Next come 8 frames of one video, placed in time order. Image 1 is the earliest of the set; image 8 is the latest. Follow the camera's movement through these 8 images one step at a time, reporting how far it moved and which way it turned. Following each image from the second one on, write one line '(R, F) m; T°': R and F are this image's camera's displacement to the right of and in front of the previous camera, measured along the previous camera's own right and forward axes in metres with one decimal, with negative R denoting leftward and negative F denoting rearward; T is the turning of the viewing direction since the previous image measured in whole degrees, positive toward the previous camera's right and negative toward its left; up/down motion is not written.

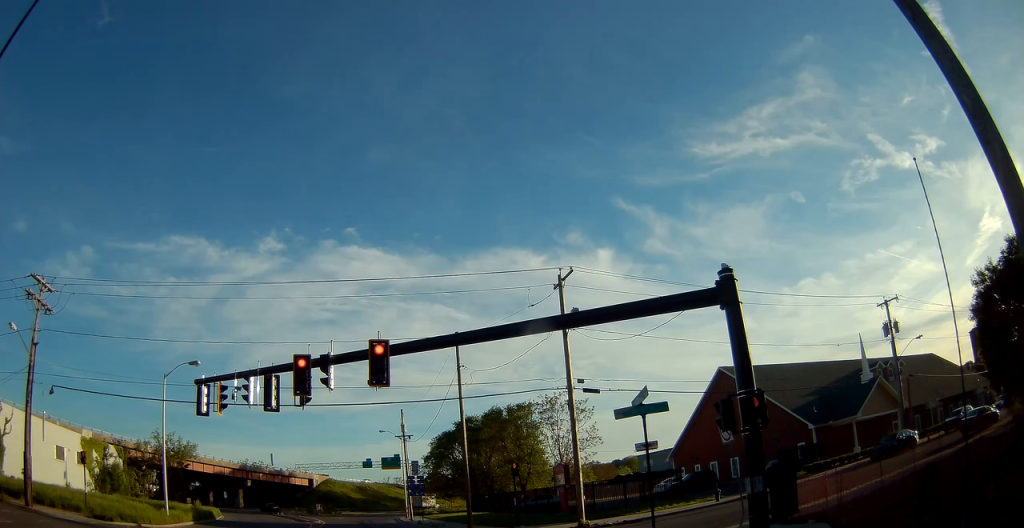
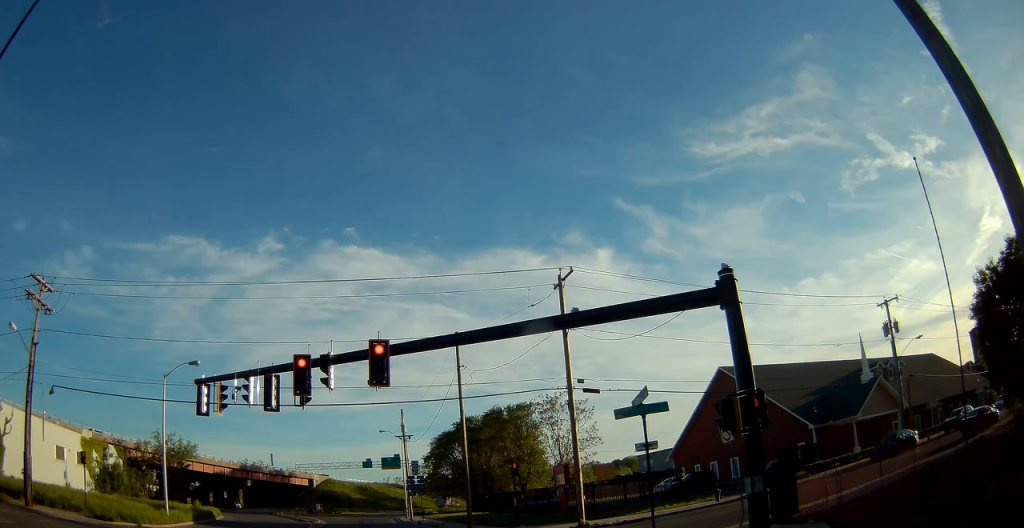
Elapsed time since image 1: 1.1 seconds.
(0.0, 0.0) m; 0°
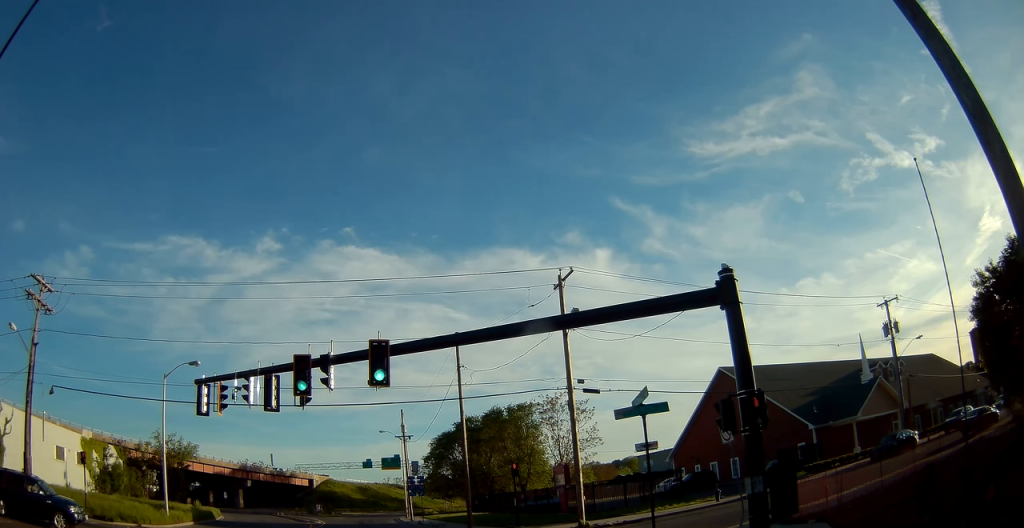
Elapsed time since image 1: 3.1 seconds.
(0.0, 0.0) m; 0°
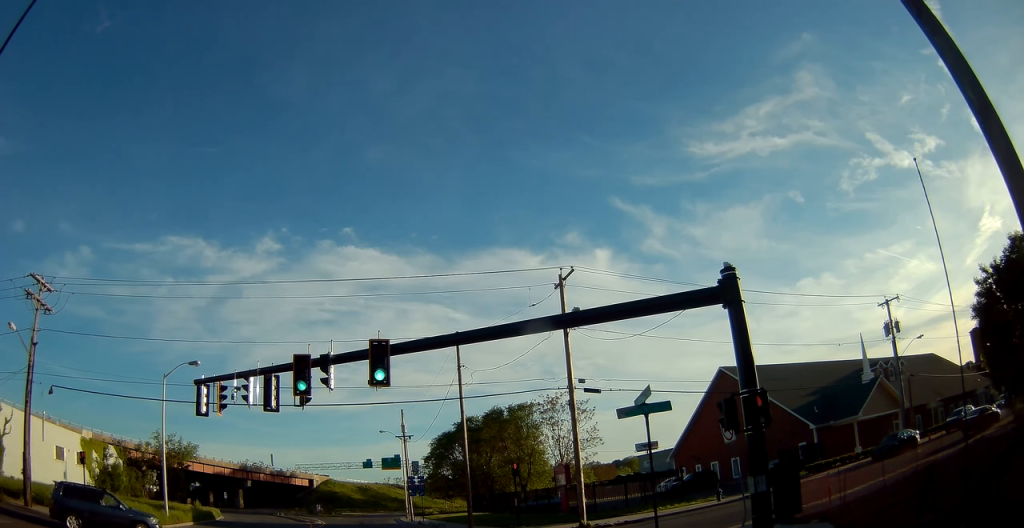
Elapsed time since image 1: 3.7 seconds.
(0.0, 0.0) m; 0°
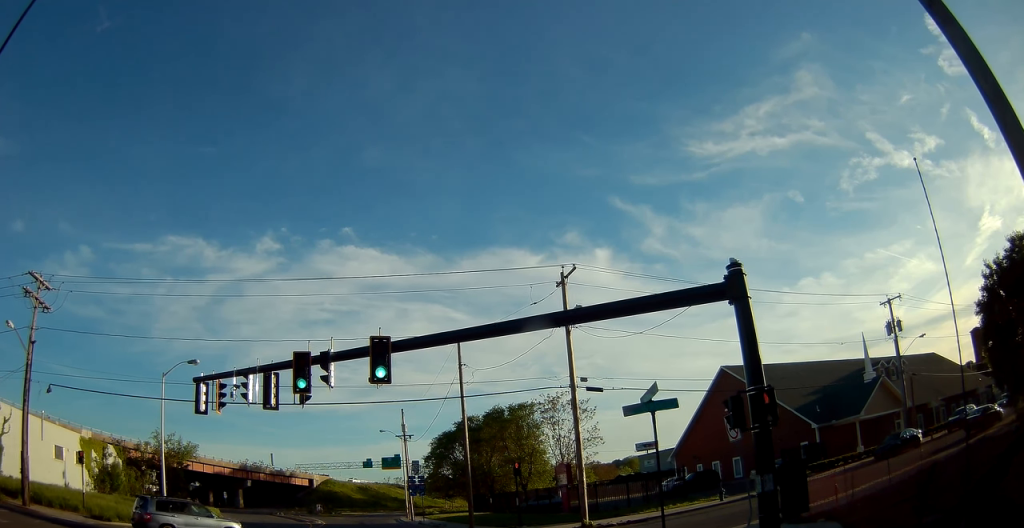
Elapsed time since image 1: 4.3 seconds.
(0.0, +0.1) m; 0°
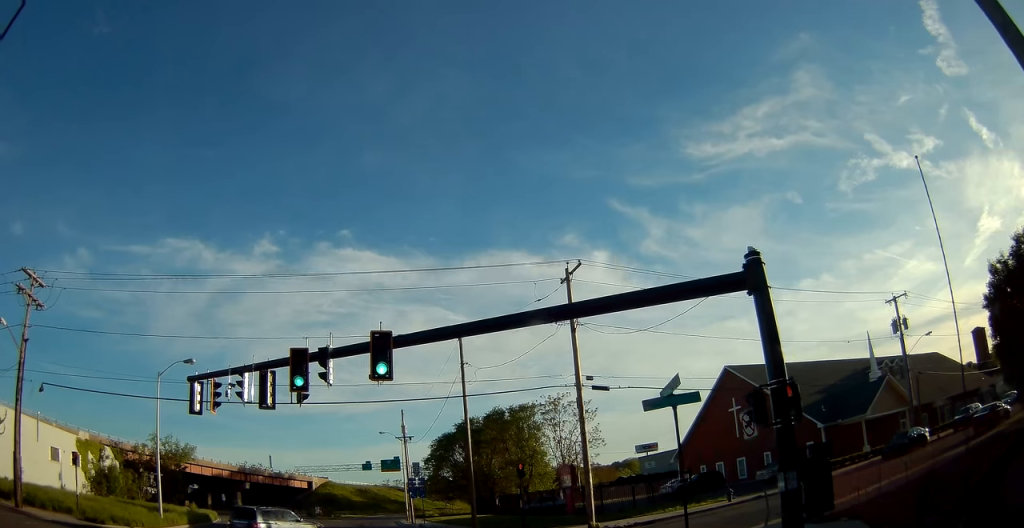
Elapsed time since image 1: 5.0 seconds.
(0.0, +1.2) m; +4°
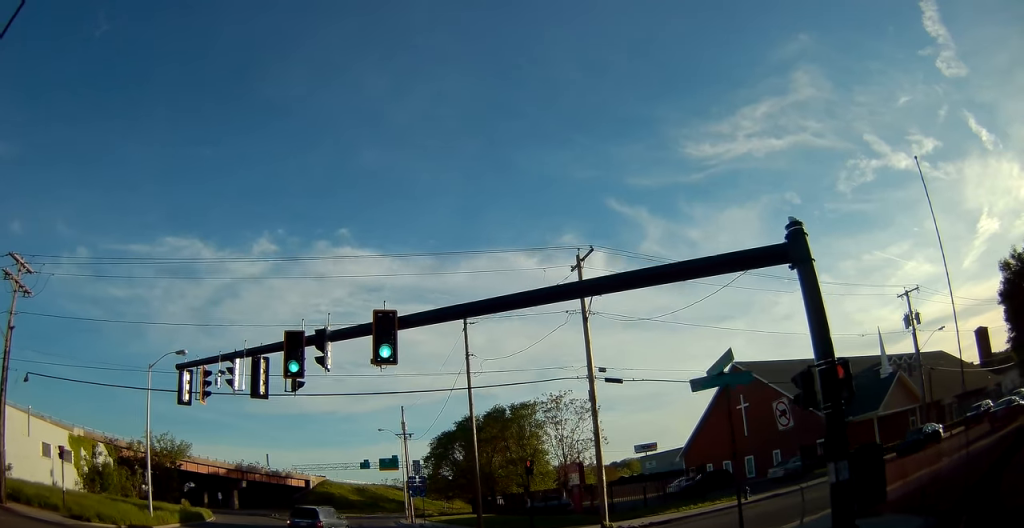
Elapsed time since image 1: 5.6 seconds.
(0.0, +1.5) m; +2°
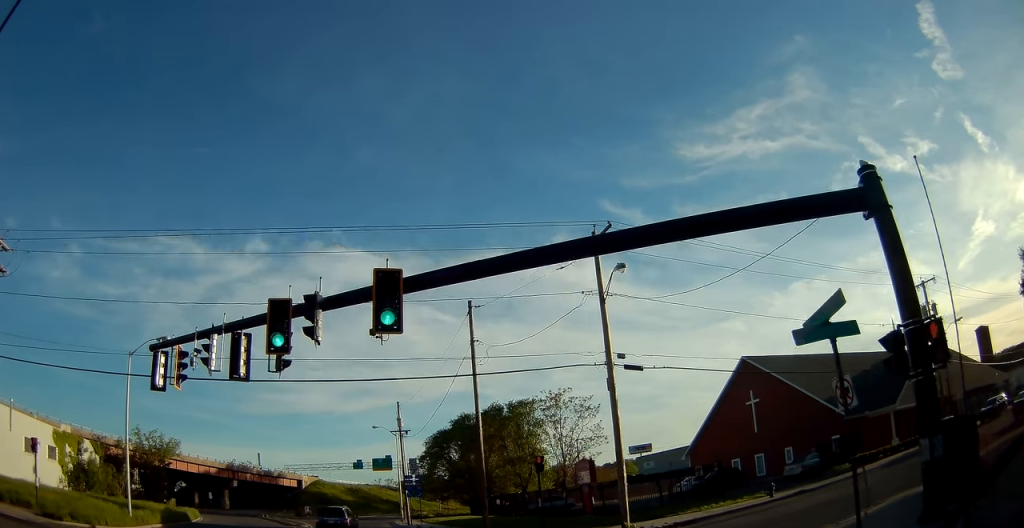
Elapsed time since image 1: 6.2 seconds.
(+0.1, +2.1) m; 0°
